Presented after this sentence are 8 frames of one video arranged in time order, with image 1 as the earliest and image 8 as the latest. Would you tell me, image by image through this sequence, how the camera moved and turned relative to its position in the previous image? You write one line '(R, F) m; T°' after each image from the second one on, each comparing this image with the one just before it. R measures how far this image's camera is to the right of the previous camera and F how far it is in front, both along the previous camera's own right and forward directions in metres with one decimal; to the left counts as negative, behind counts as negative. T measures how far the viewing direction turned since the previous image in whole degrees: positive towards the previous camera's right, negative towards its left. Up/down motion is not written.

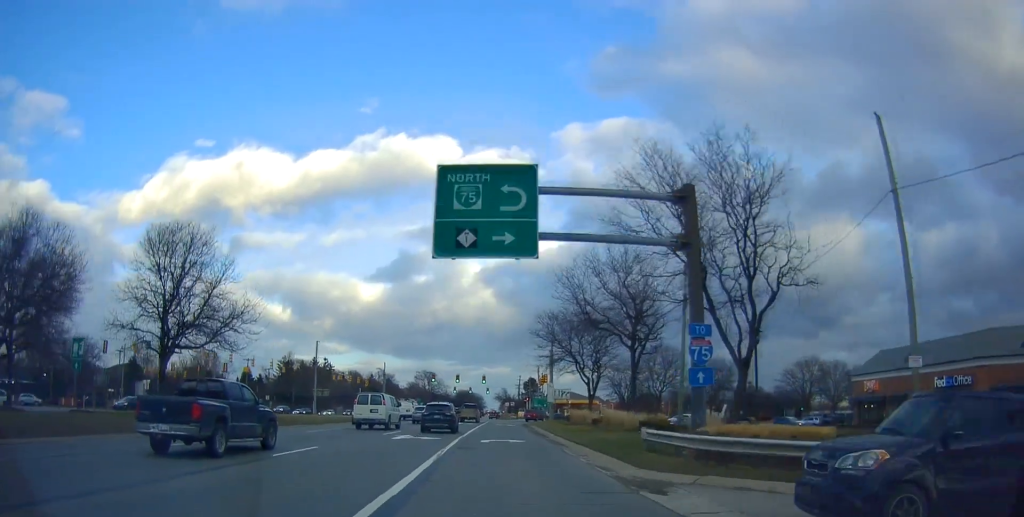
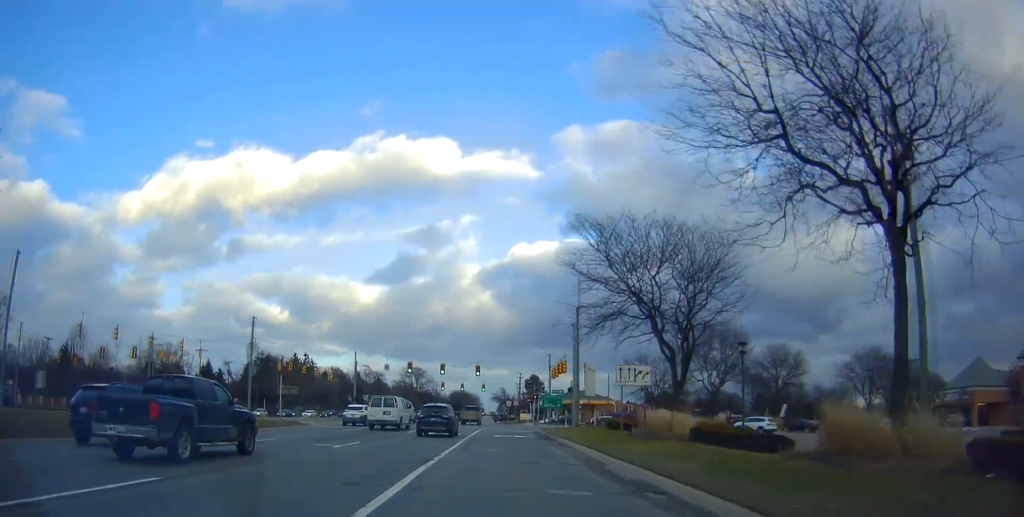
(+0.1, +25.1) m; -2°
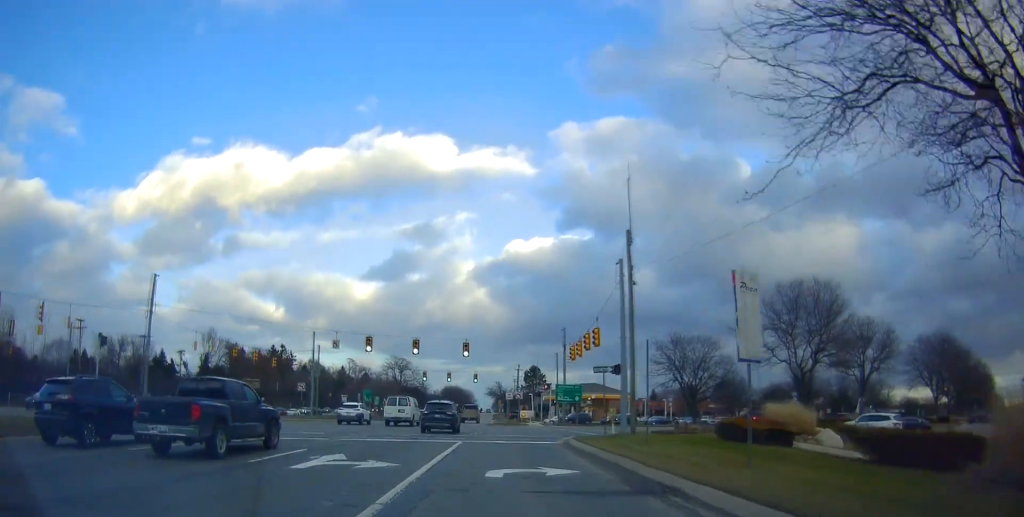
(-1.1, +21.8) m; -3°
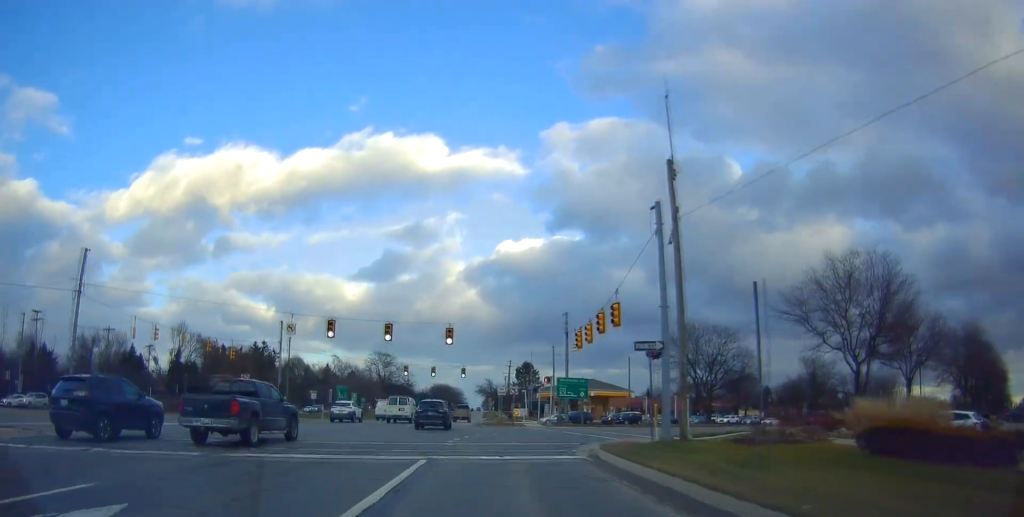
(-0.3, +10.0) m; +2°
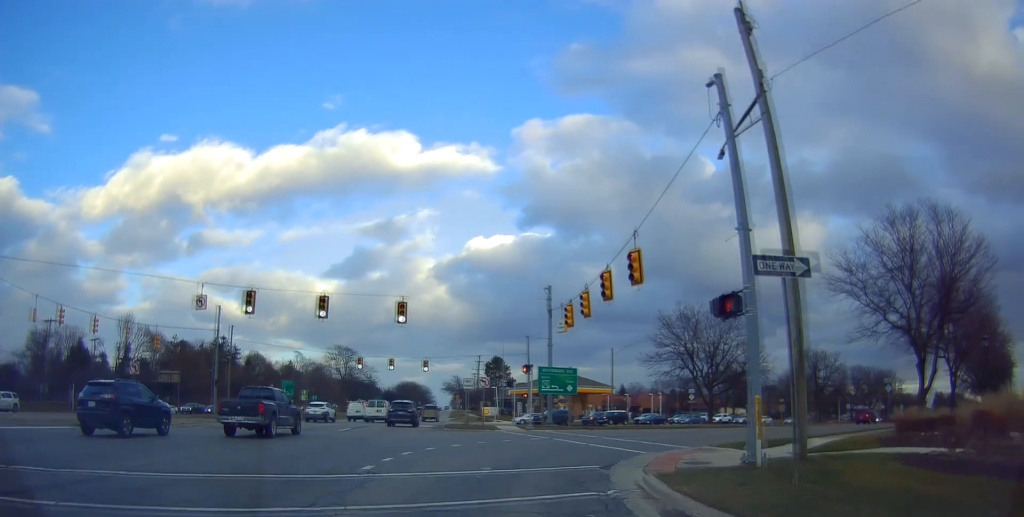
(+0.7, +10.9) m; +6°
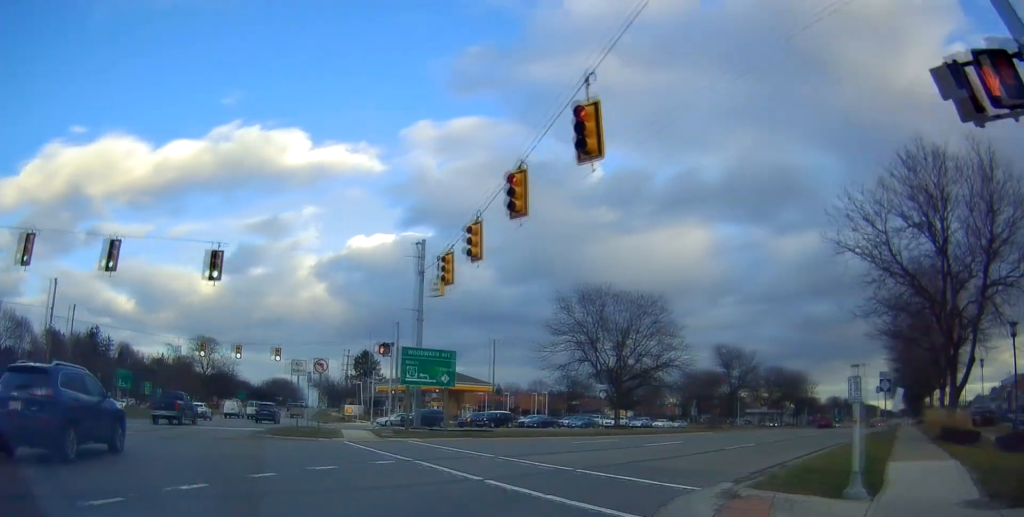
(+0.9, +12.0) m; +12°
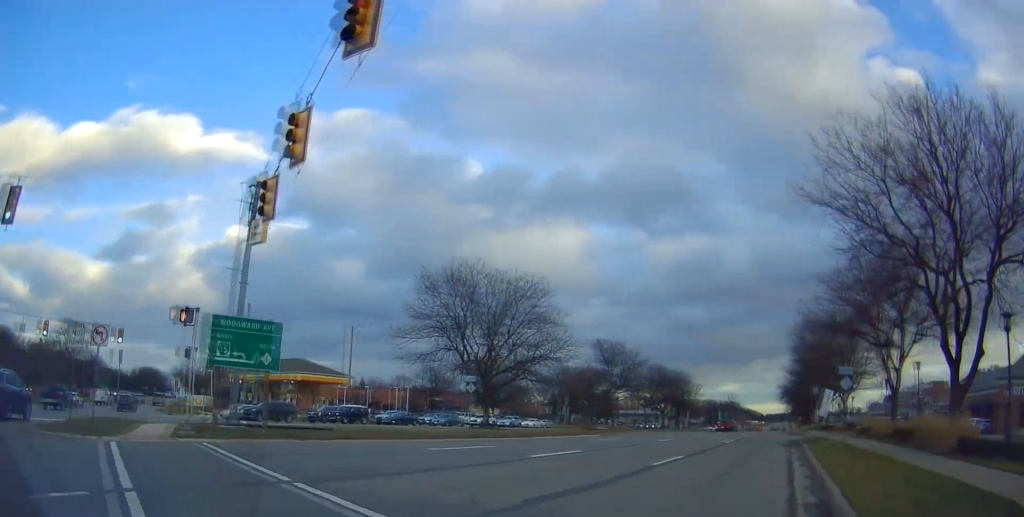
(+0.8, +7.1) m; +11°
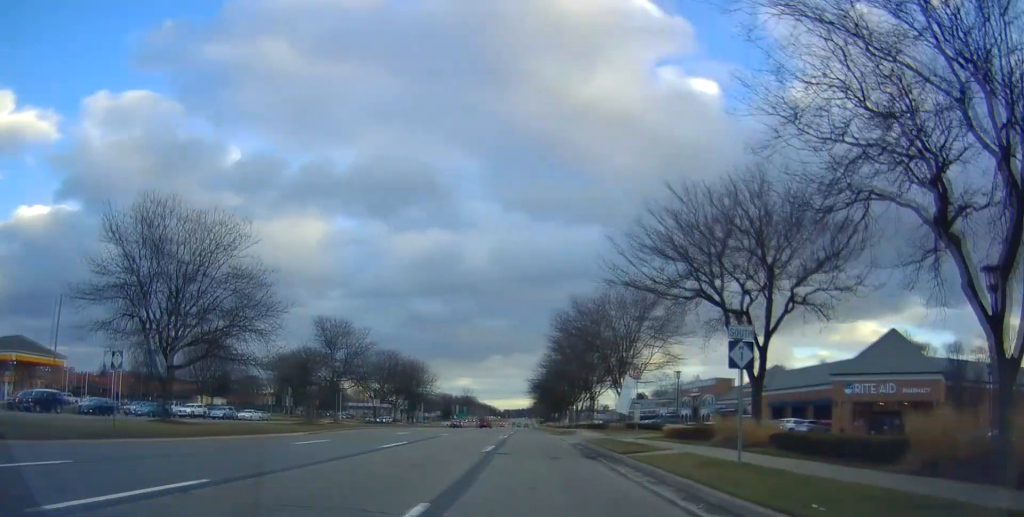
(+2.0, +10.6) m; +22°
